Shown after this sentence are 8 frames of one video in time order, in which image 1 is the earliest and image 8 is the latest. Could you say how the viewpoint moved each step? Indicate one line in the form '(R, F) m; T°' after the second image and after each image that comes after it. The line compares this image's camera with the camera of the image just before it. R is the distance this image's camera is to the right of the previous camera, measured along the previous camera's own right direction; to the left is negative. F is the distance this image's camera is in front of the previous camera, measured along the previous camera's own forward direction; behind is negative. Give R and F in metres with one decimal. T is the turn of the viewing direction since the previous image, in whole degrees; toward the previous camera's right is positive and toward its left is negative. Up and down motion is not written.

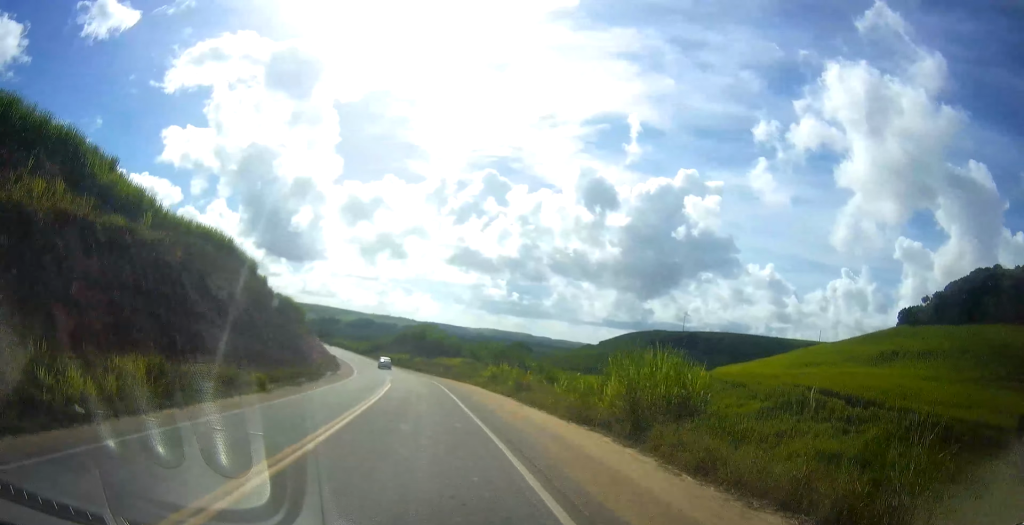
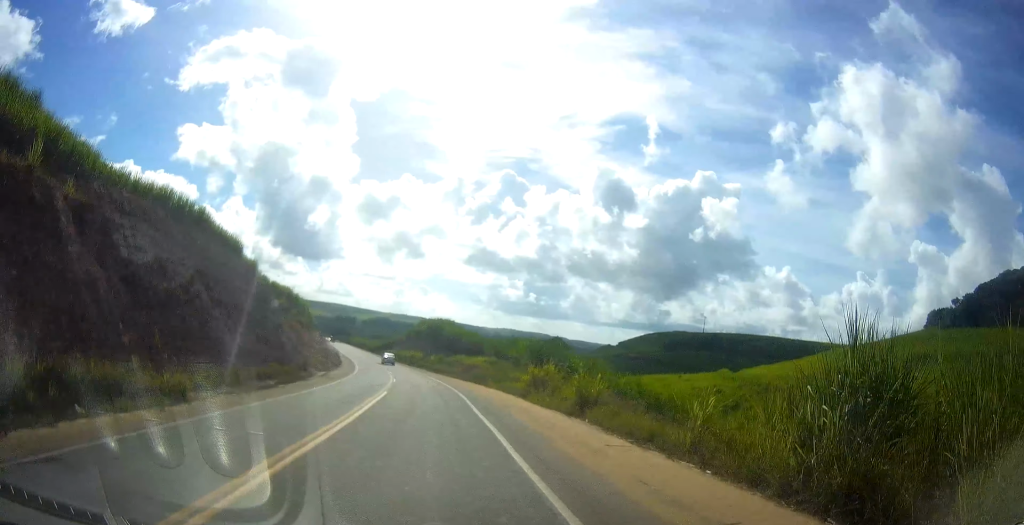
(-0.5, +11.5) m; -1°
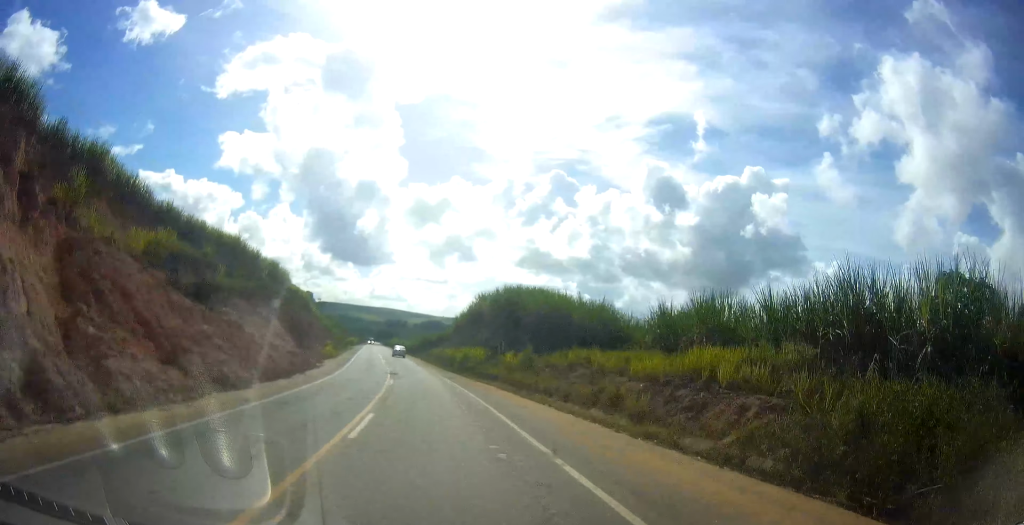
(-1.7, +42.4) m; -6°
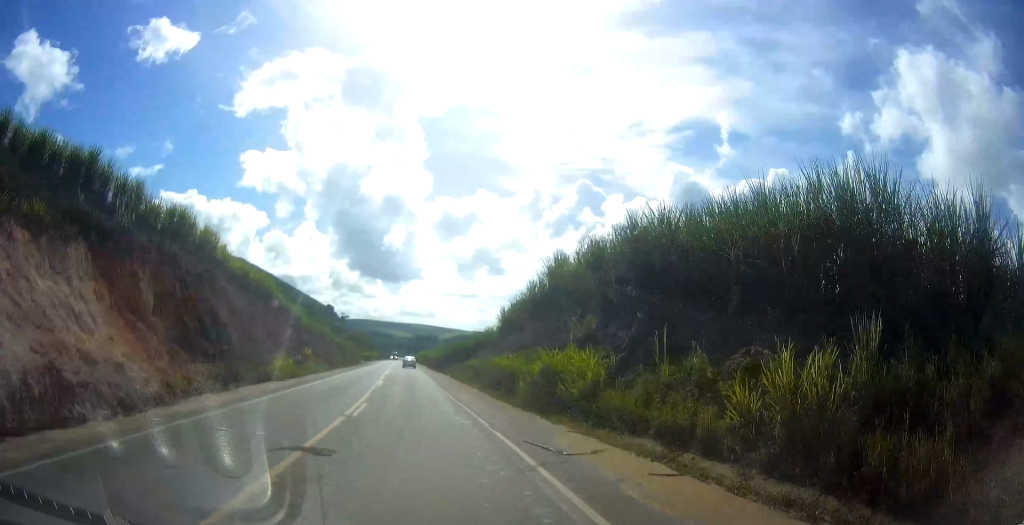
(-1.7, +27.3) m; -5°
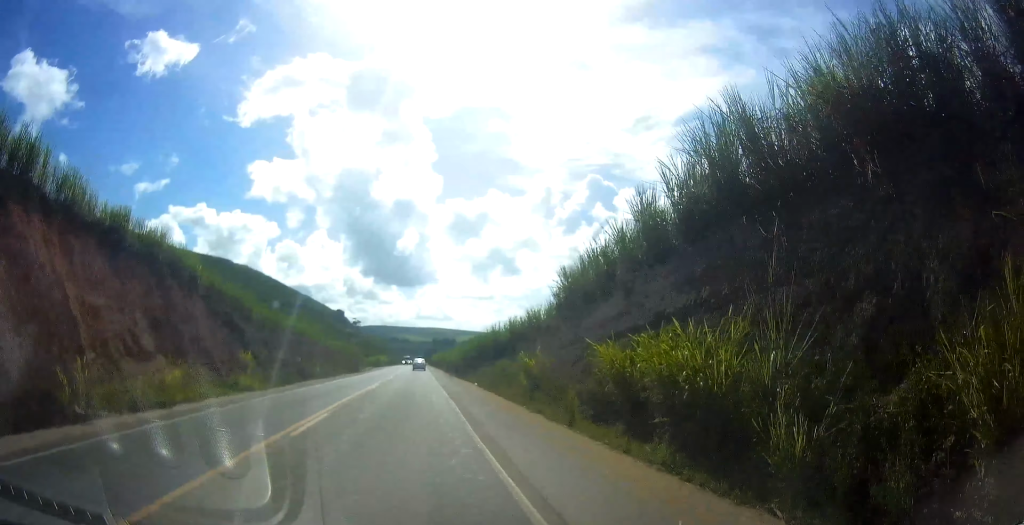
(-0.3, +19.9) m; -2°
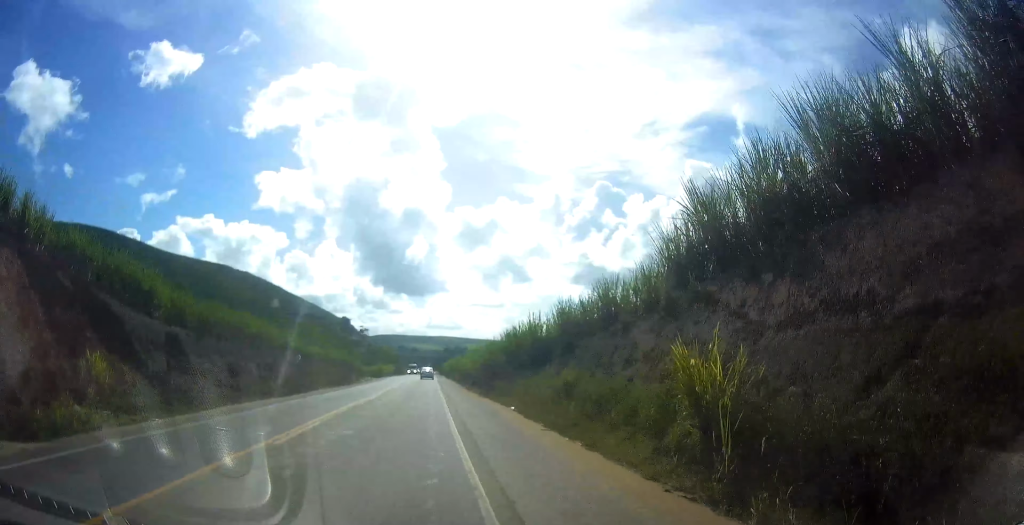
(-0.3, +15.6) m; -1°
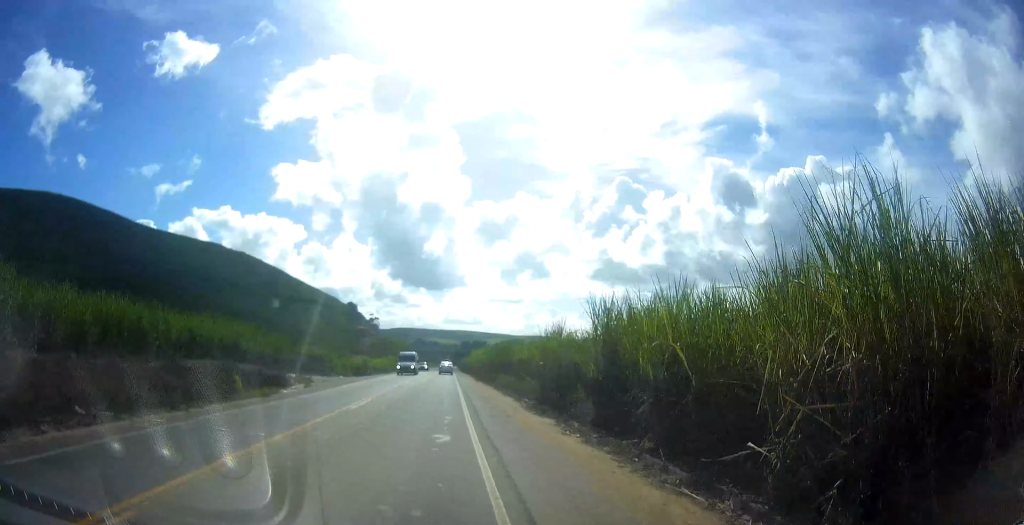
(-1.1, +40.6) m; -2°
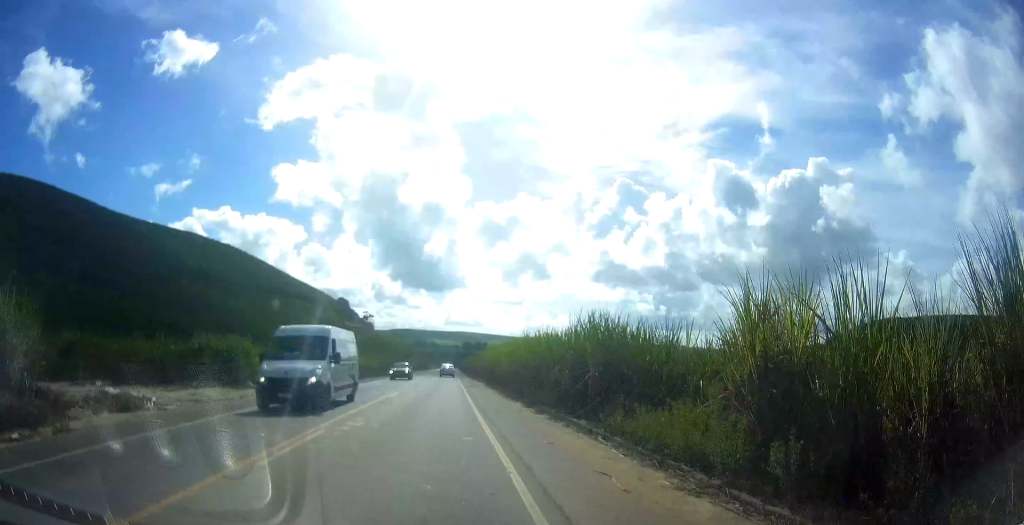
(0.0, +25.2) m; -2°
